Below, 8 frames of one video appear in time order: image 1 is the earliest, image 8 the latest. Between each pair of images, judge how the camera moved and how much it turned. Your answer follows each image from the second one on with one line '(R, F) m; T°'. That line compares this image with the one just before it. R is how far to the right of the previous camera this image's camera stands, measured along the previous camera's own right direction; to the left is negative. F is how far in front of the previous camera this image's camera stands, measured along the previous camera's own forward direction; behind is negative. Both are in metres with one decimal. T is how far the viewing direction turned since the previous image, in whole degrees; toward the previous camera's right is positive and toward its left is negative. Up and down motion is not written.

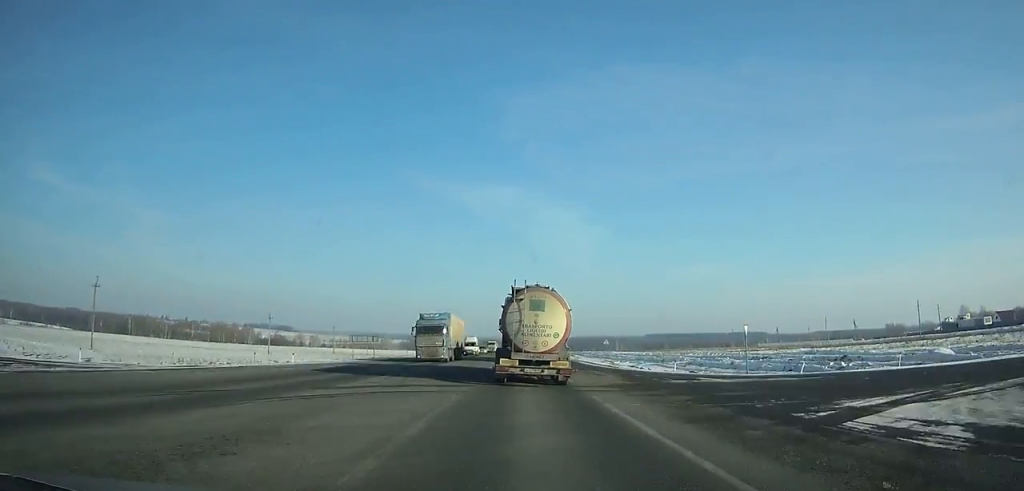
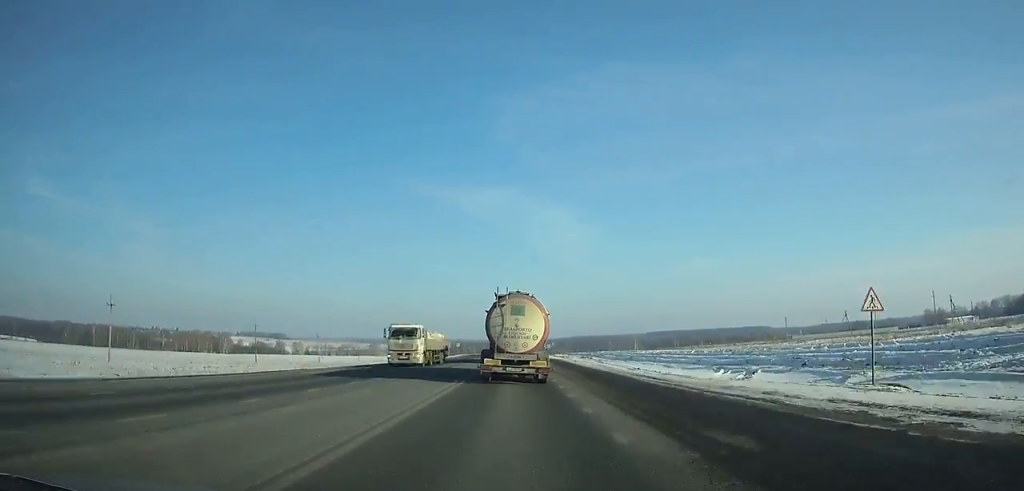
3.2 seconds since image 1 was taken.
(0.0, +58.4) m; -1°
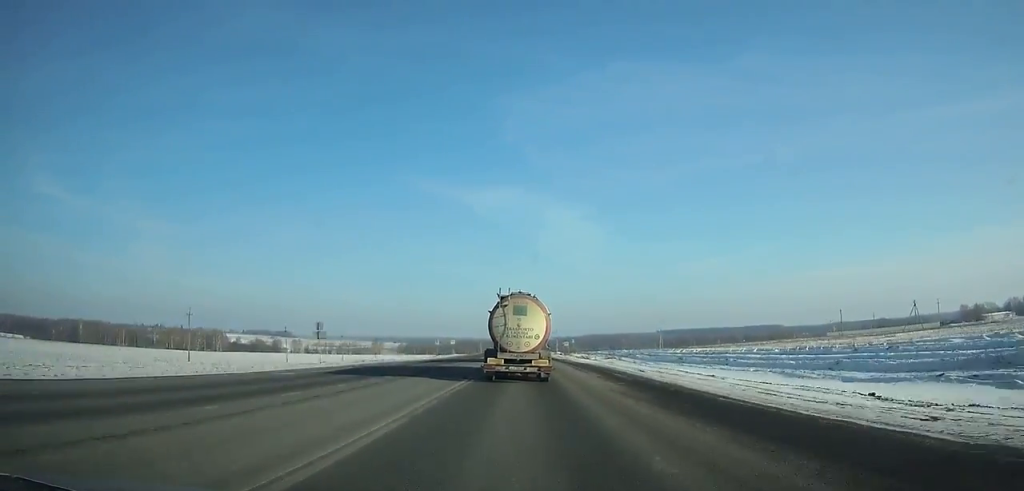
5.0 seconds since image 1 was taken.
(-0.1, +33.4) m; -1°
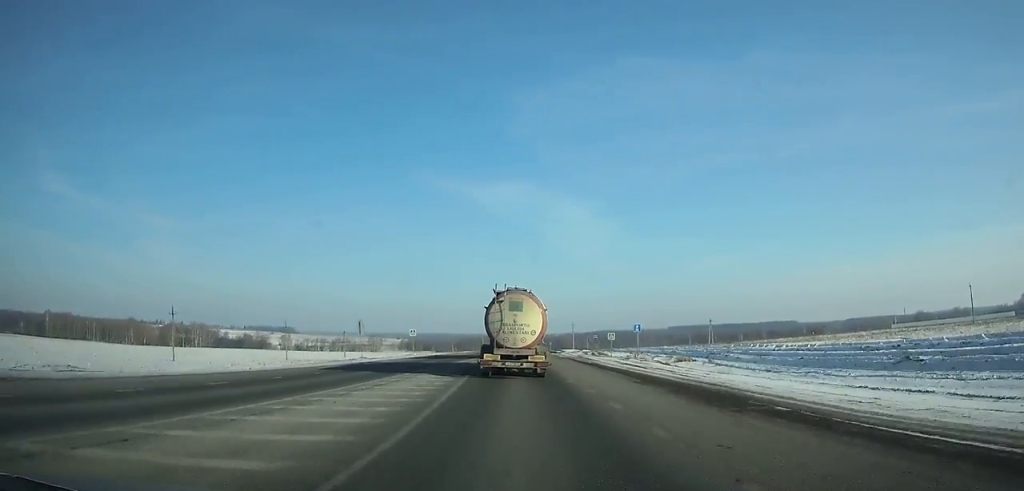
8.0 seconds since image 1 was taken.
(-0.5, +56.6) m; -1°
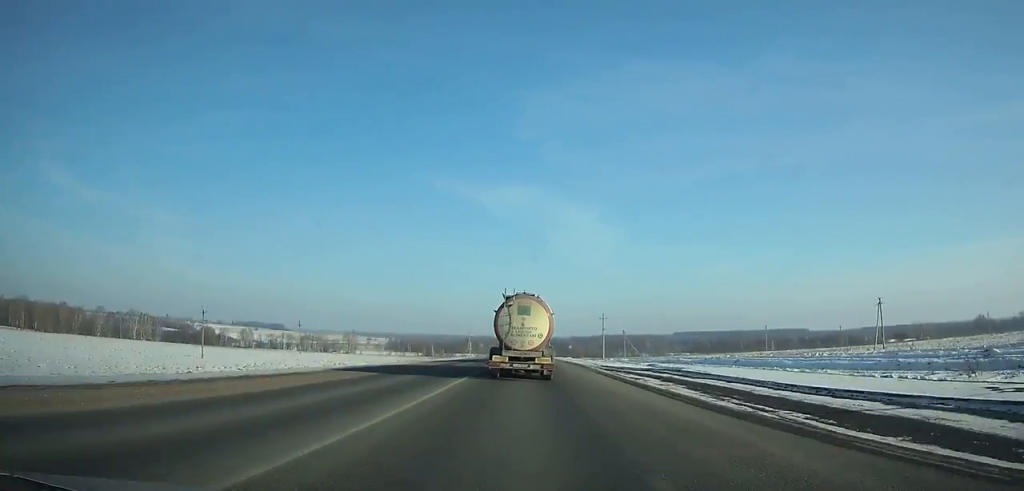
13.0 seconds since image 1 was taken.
(-0.3, +96.4) m; 0°
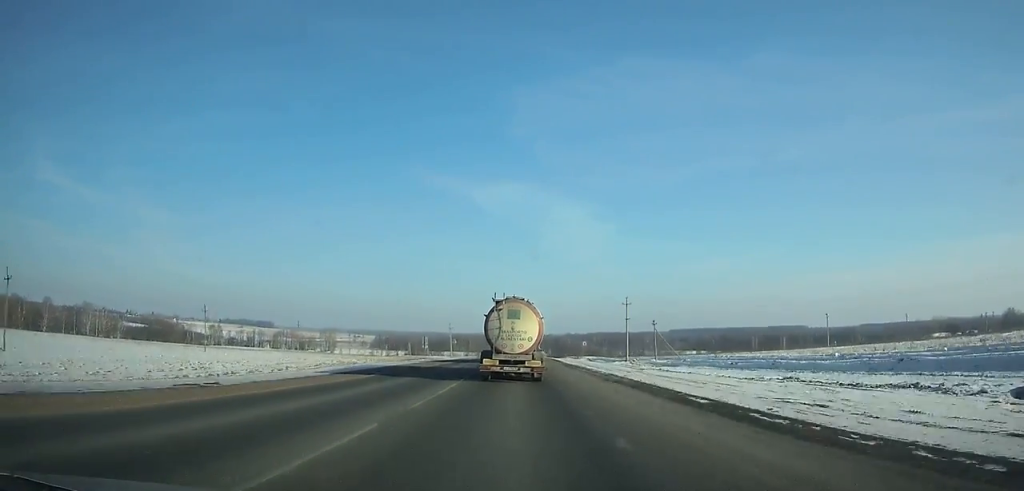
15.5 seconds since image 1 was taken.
(+0.2, +49.5) m; 0°
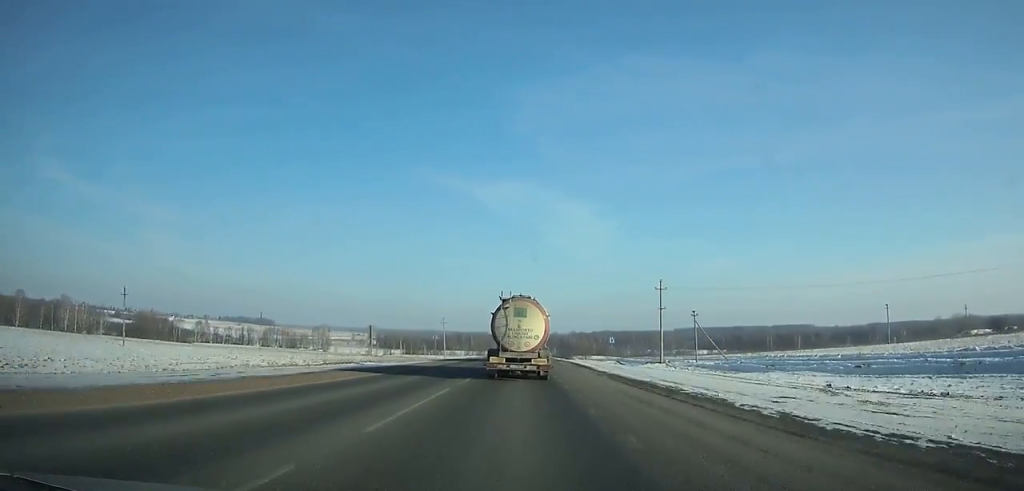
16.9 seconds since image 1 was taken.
(0.0, +28.1) m; 0°
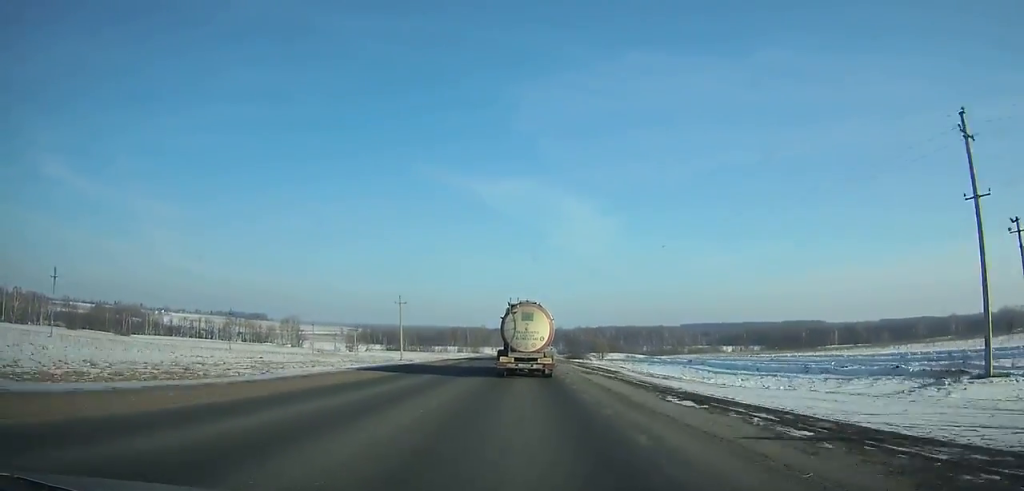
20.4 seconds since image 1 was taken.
(+0.1, +72.5) m; 0°
